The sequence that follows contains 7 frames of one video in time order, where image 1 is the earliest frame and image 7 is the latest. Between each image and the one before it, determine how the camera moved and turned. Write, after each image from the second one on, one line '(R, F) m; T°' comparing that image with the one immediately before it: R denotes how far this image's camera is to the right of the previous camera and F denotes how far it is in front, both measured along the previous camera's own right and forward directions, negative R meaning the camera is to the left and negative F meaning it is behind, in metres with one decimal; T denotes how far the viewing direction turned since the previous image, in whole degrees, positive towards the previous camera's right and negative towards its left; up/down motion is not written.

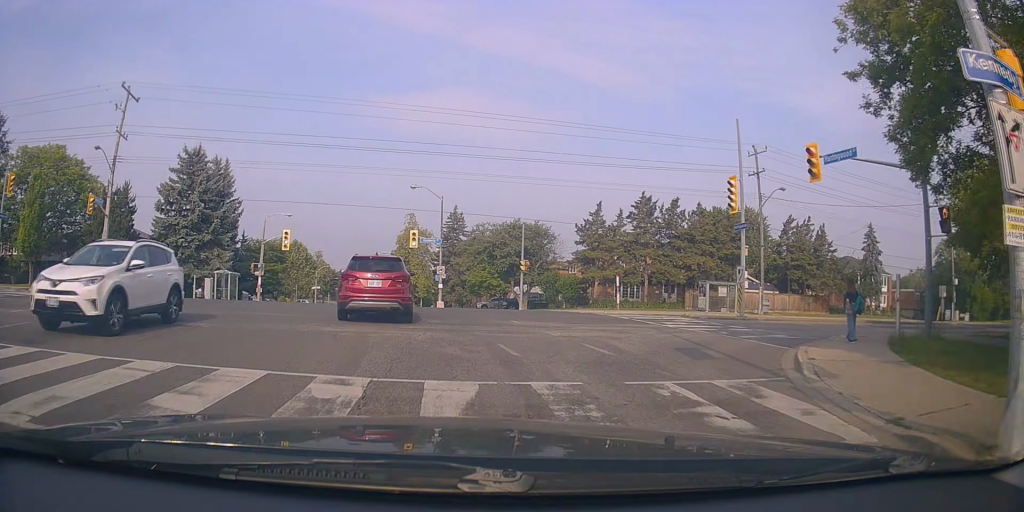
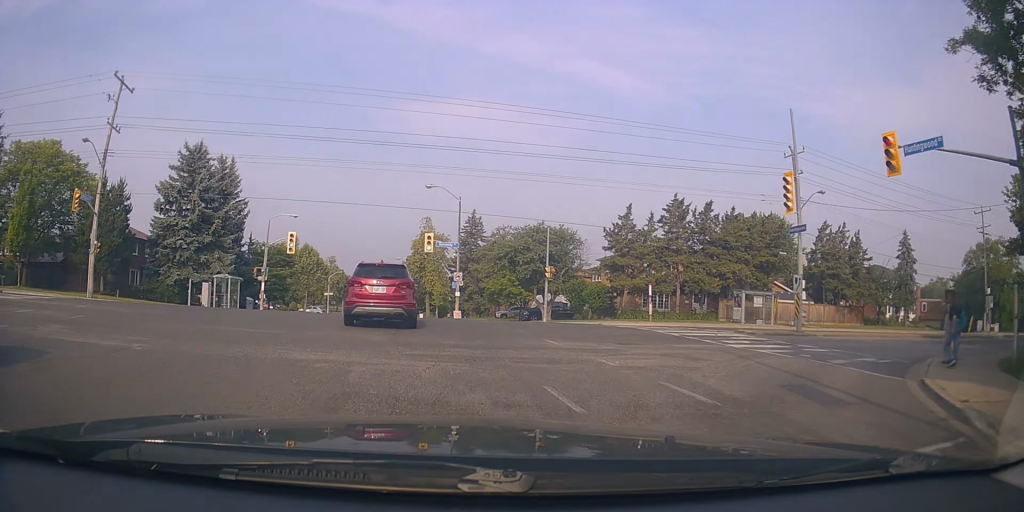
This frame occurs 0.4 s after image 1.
(0.0, +3.4) m; 0°
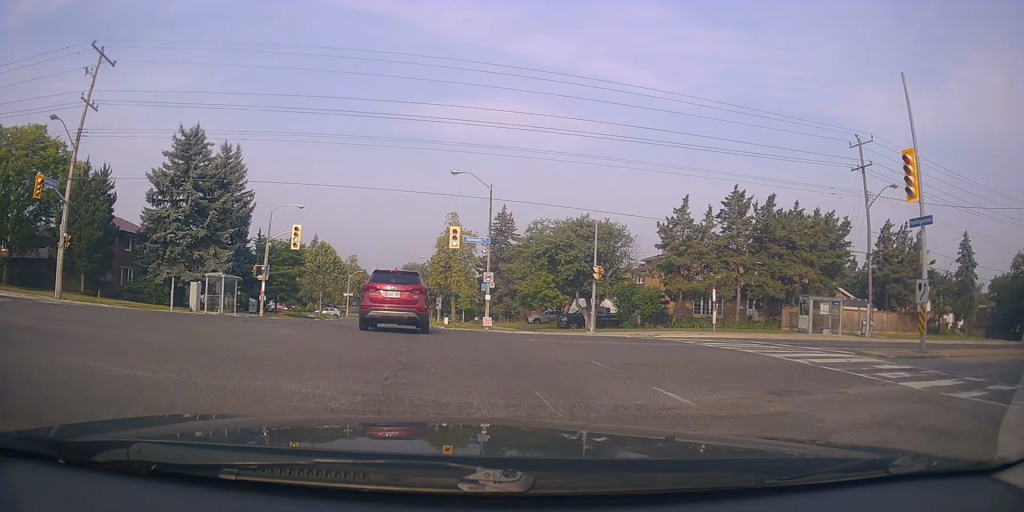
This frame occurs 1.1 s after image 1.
(+0.5, +5.9) m; -5°
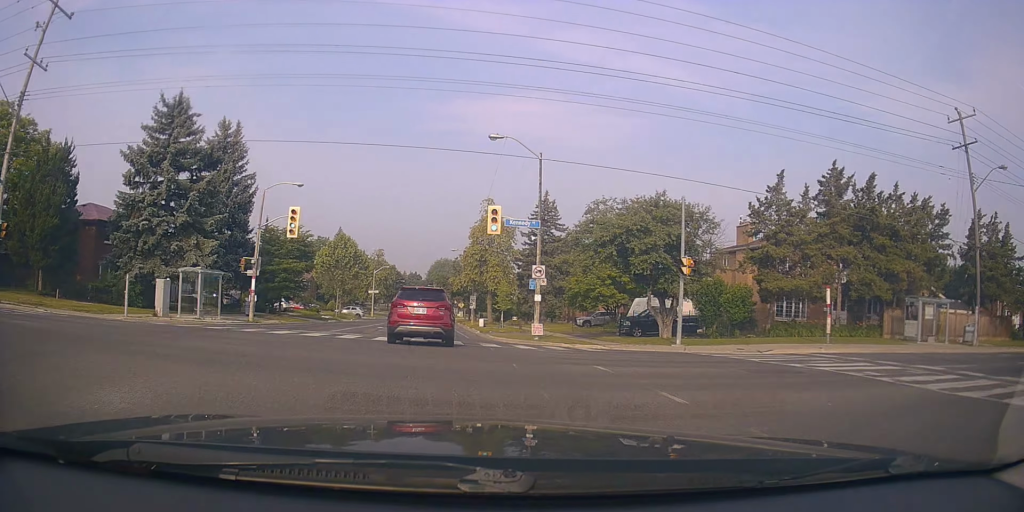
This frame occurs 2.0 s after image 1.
(-1.0, +8.1) m; -5°
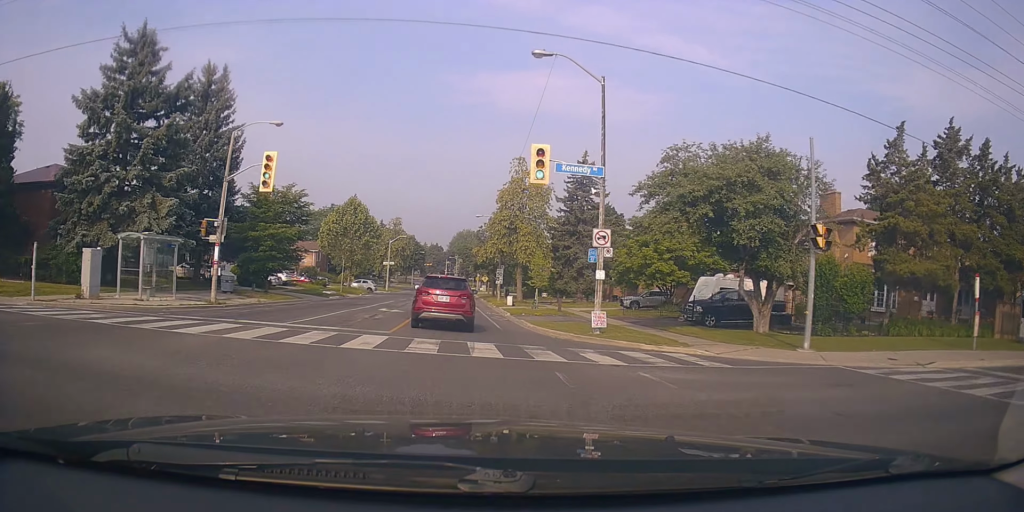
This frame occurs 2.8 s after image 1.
(0.0, +8.0) m; -3°
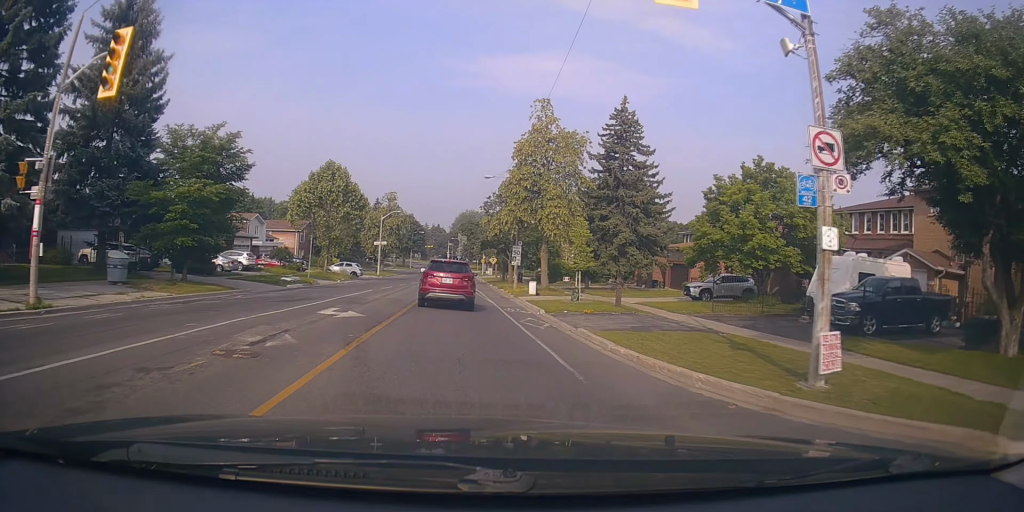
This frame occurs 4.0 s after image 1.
(-0.6, +12.2) m; -2°
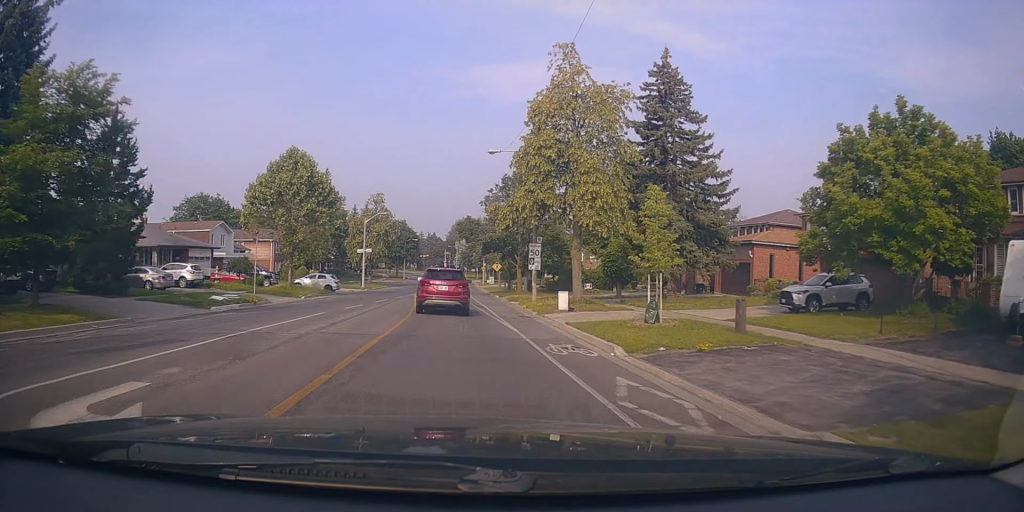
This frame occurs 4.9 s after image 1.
(+0.3, +10.4) m; +2°
